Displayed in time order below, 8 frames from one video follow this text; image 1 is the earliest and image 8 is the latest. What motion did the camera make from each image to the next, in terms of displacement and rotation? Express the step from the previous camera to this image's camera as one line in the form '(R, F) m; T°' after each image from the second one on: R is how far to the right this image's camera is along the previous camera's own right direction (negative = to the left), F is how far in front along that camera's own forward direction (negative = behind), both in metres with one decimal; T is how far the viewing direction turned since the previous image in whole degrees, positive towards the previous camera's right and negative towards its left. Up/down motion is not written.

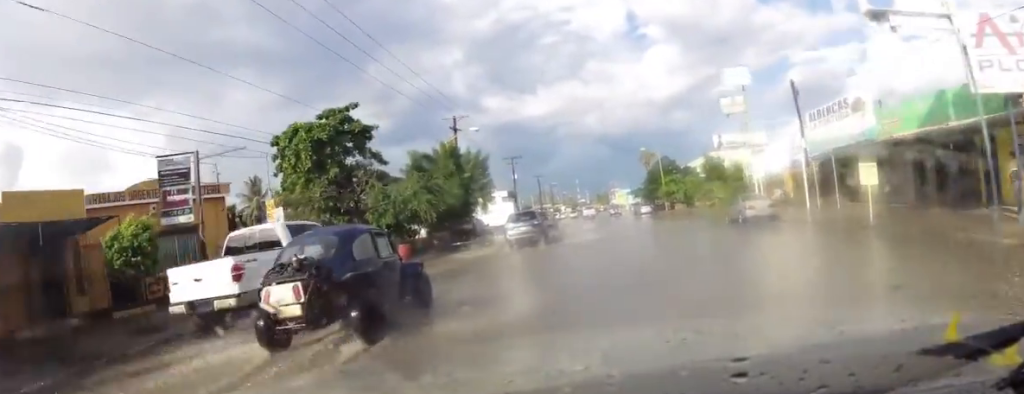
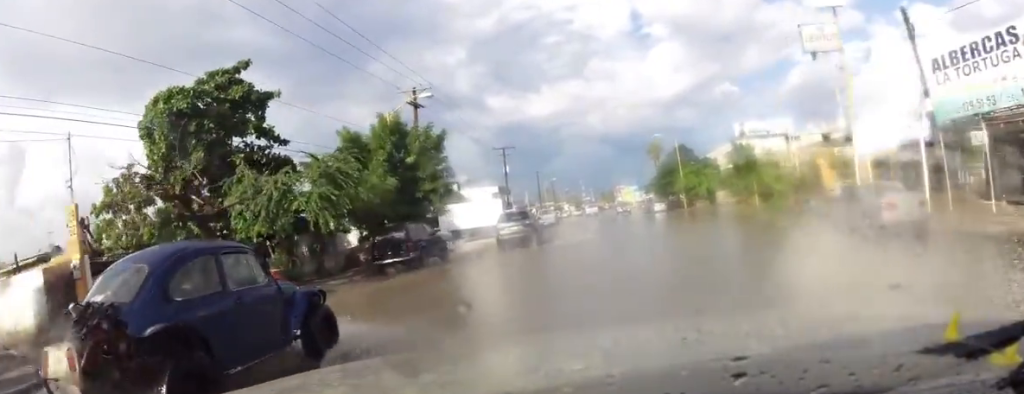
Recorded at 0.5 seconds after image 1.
(-0.3, +10.7) m; -1°
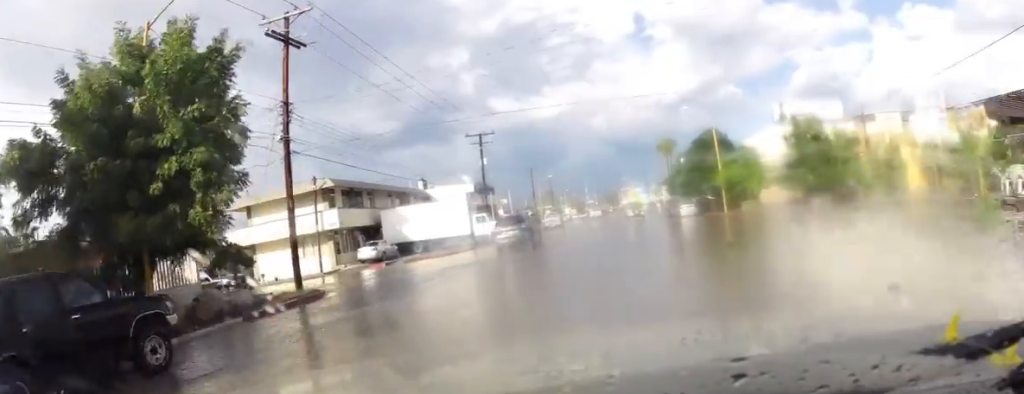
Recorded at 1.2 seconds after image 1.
(-0.2, +16.7) m; -1°
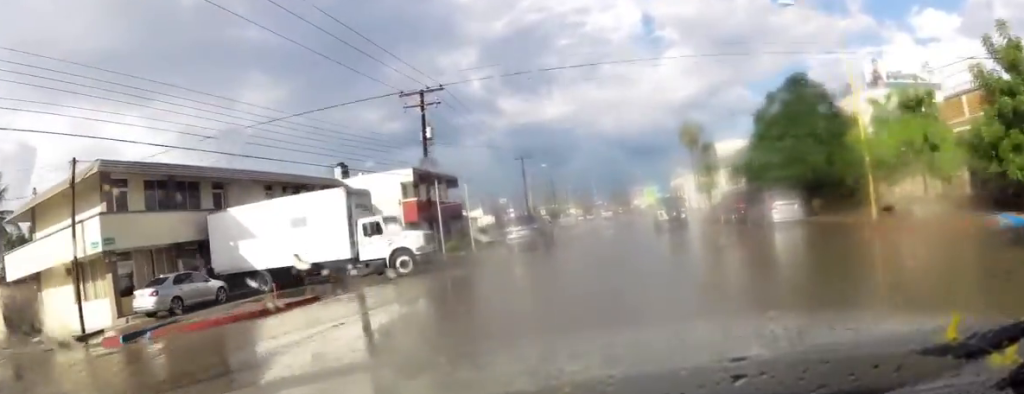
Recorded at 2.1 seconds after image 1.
(0.0, +19.3) m; 0°
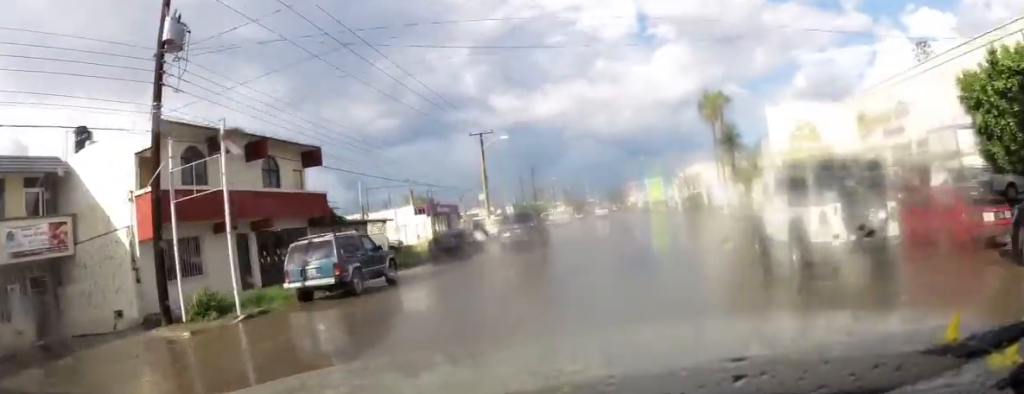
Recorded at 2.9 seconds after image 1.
(0.0, +19.2) m; 0°
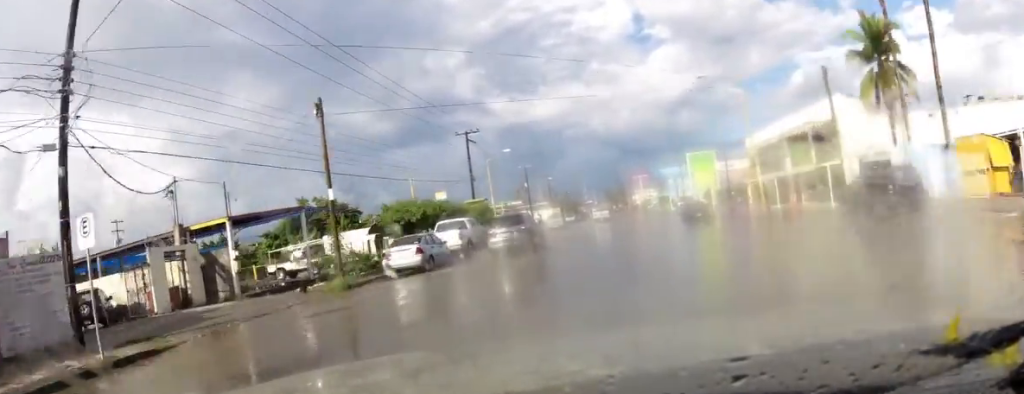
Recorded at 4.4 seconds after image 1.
(0.0, +37.0) m; 0°
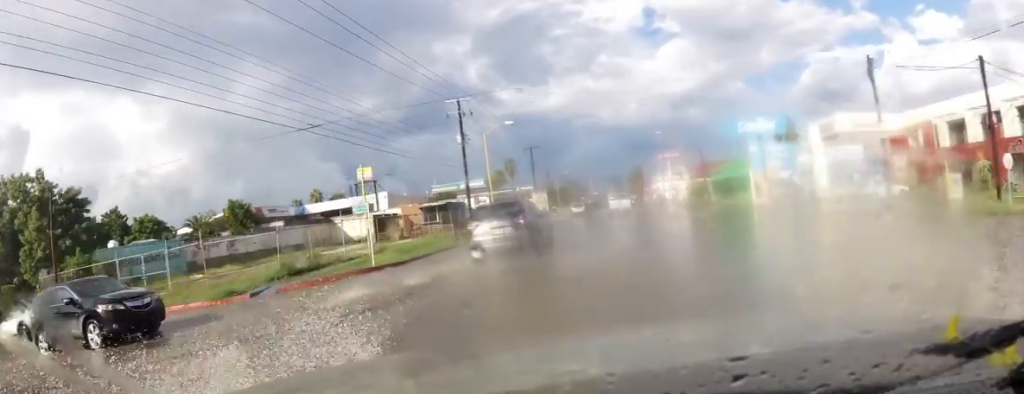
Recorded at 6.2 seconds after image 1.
(0.0, +41.3) m; 0°
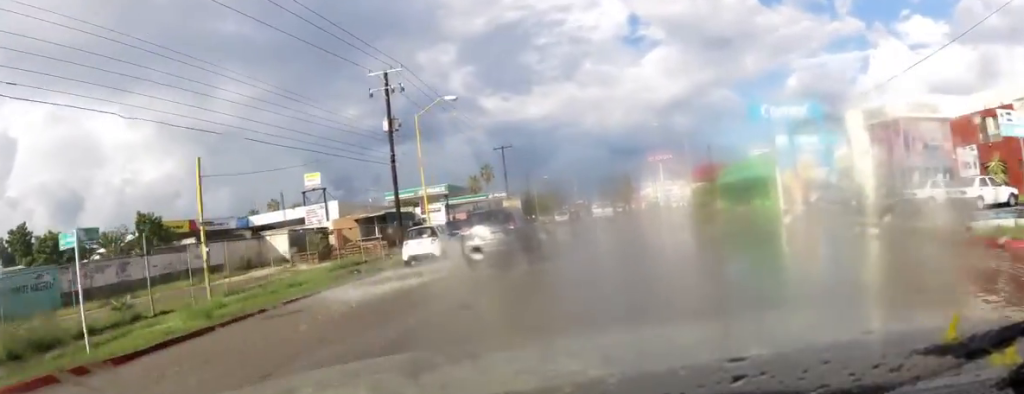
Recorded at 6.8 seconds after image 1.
(0.0, +12.4) m; 0°
